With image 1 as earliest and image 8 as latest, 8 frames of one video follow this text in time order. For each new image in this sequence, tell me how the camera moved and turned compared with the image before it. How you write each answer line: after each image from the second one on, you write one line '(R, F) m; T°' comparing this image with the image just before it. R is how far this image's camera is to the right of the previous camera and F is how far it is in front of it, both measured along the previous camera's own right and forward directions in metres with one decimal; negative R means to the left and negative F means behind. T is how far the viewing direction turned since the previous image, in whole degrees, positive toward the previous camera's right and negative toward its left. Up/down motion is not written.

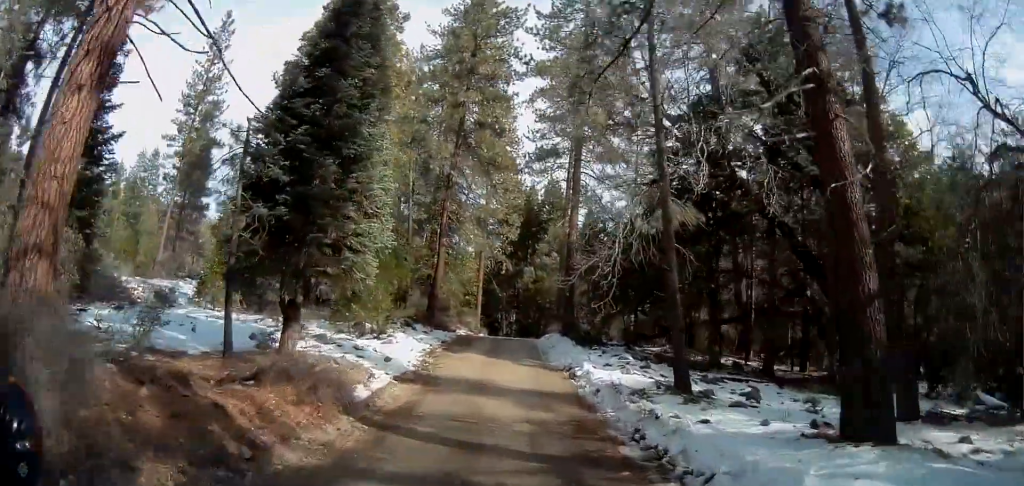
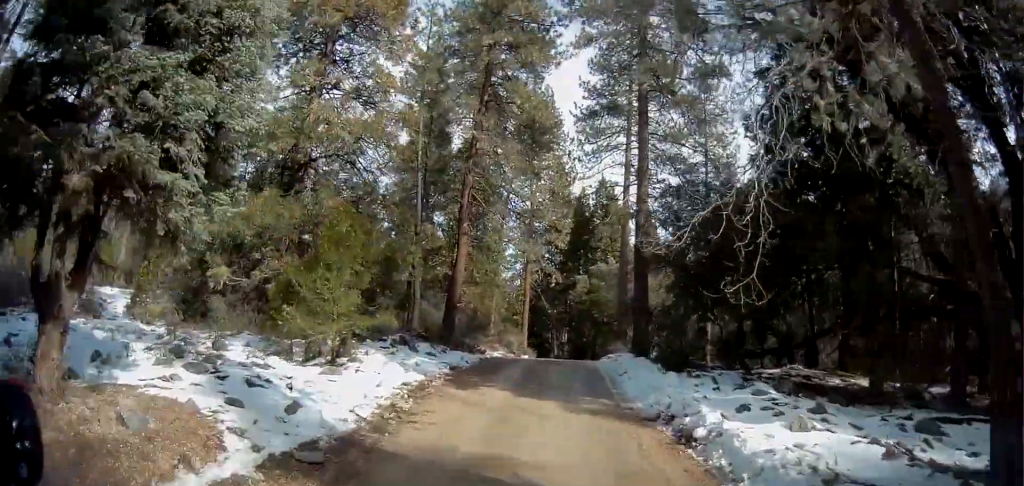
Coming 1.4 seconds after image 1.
(-0.6, +9.8) m; -4°
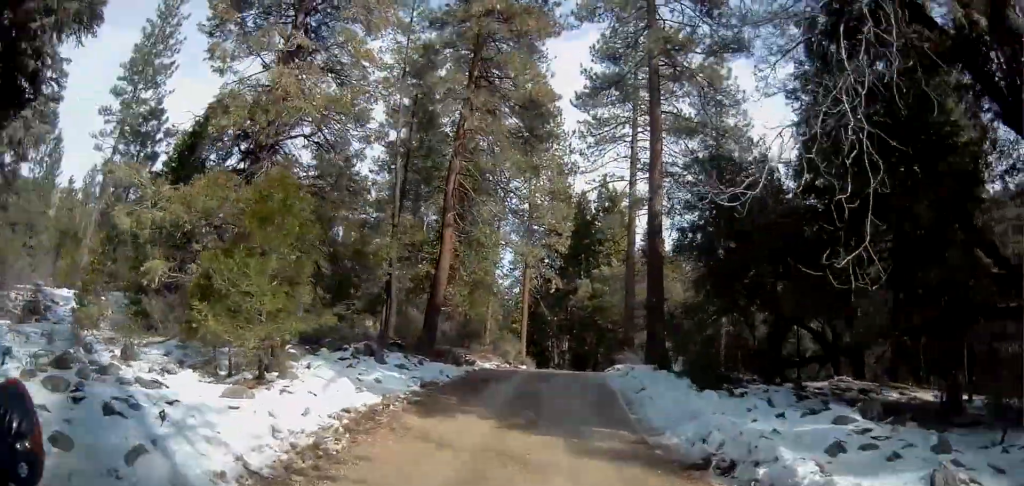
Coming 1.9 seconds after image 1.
(0.0, +3.8) m; -1°
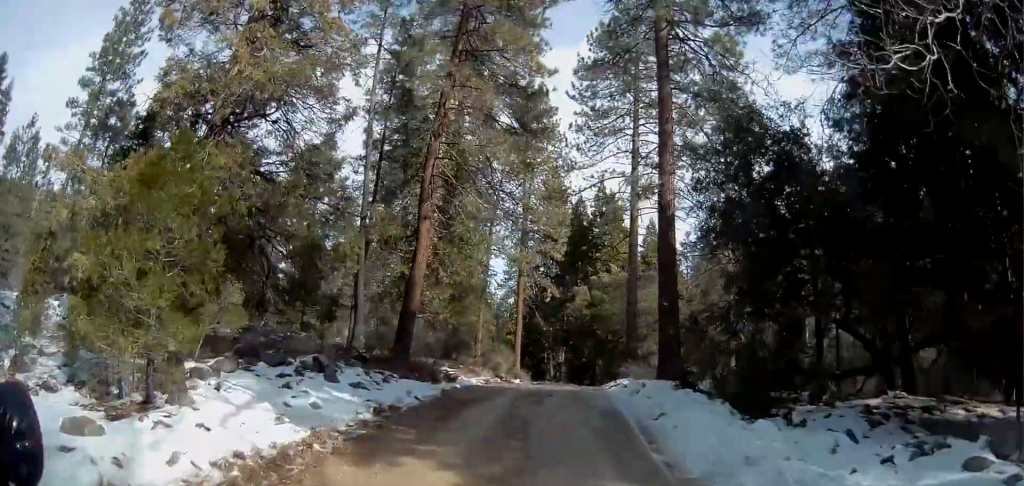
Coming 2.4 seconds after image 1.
(0.0, +3.5) m; -1°
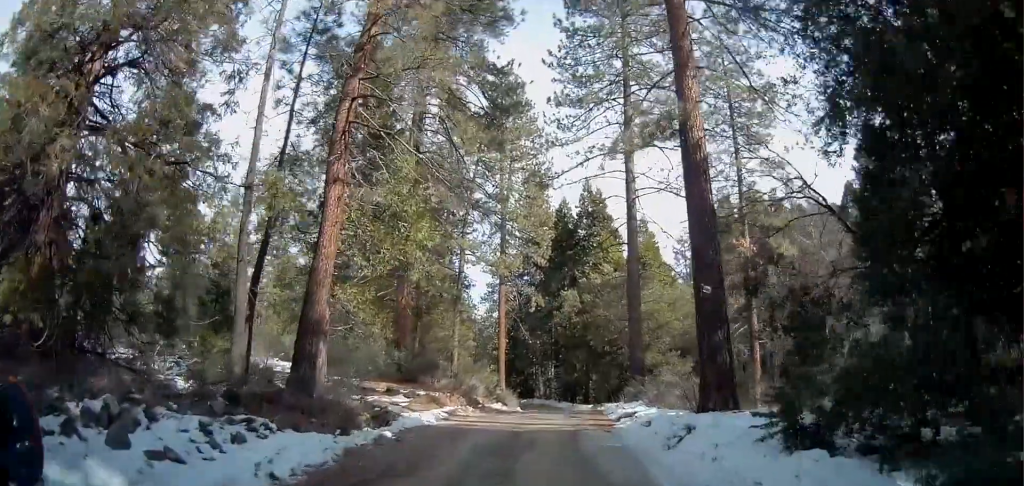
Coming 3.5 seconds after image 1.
(-0.1, +7.1) m; -1°
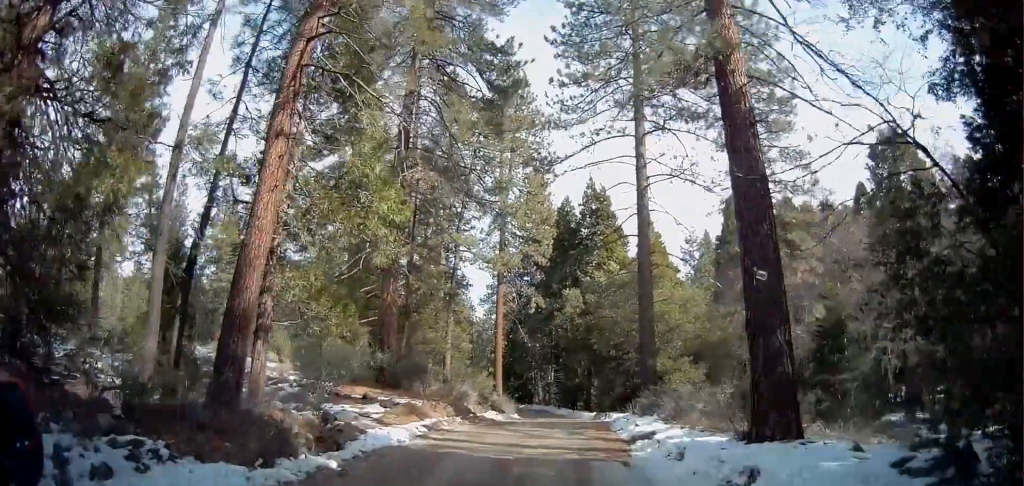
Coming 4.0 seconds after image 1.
(0.0, +3.1) m; +1°
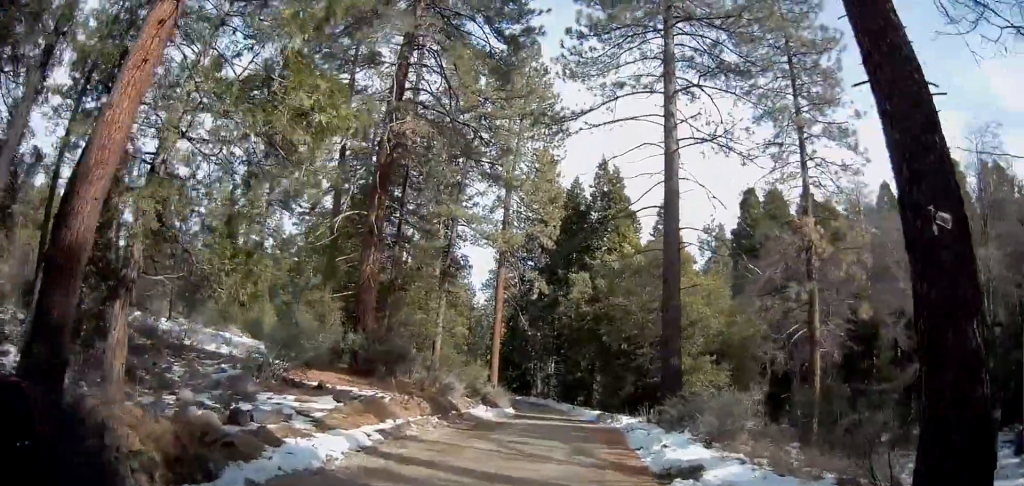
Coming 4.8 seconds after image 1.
(0.0, +4.3) m; +3°
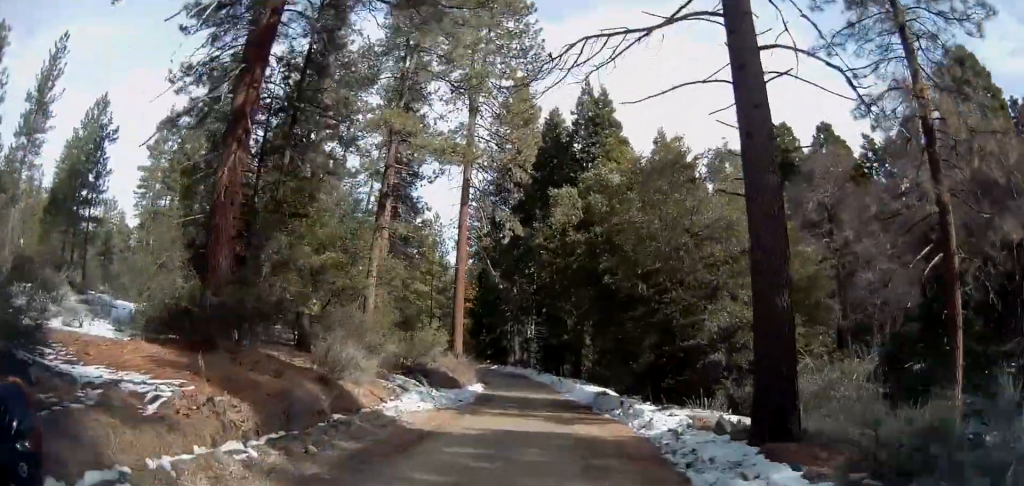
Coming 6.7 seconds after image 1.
(0.0, +10.6) m; -3°
